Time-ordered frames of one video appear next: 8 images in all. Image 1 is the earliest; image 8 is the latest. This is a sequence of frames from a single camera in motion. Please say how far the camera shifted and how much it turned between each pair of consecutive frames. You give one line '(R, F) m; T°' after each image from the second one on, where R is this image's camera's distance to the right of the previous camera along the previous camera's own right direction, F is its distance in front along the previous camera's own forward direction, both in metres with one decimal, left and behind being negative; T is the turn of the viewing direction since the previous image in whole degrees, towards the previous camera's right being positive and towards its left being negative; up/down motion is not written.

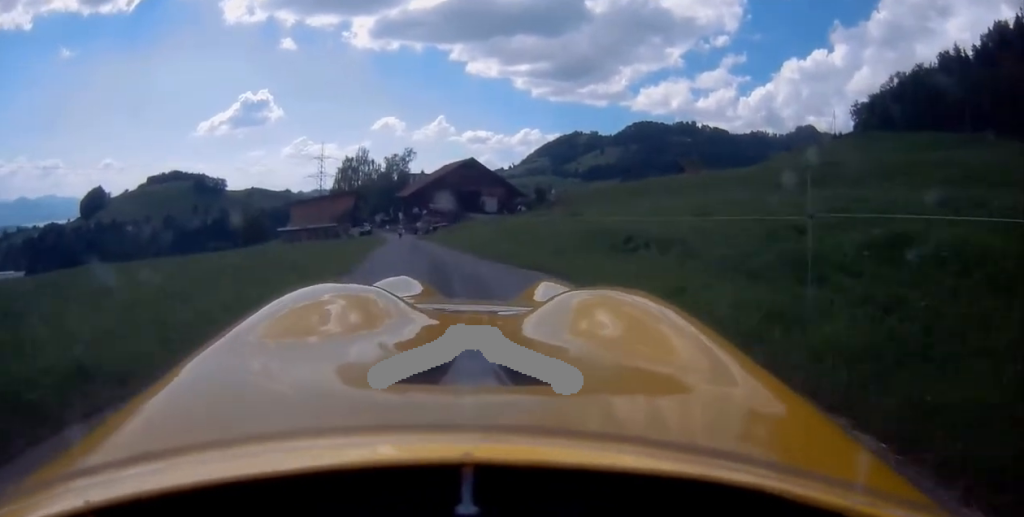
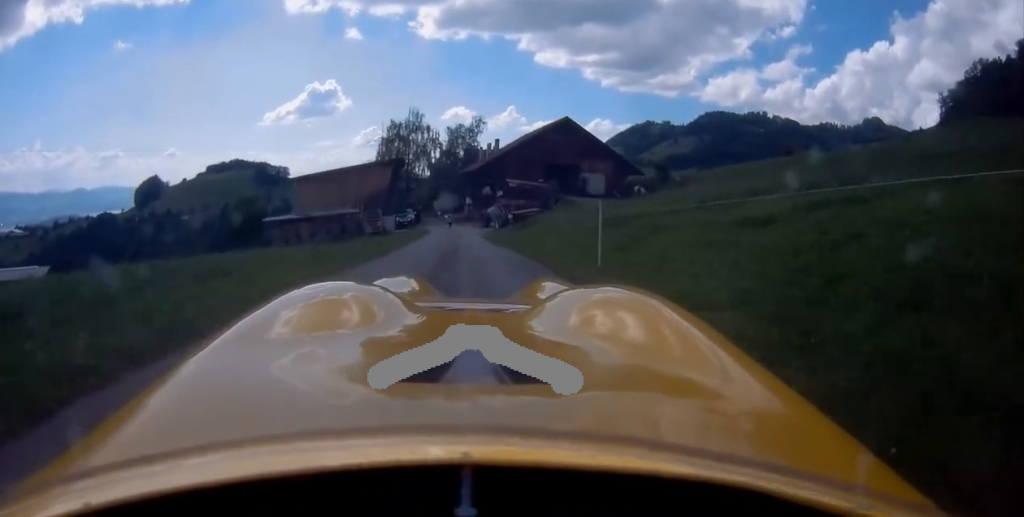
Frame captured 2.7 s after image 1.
(-1.2, +30.2) m; -9°
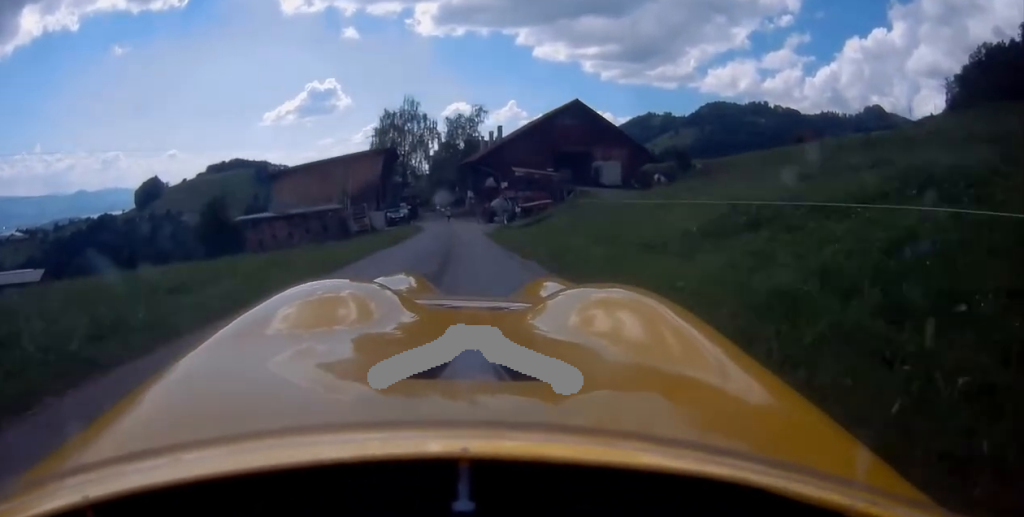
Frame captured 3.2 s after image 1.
(-0.1, +6.7) m; 0°
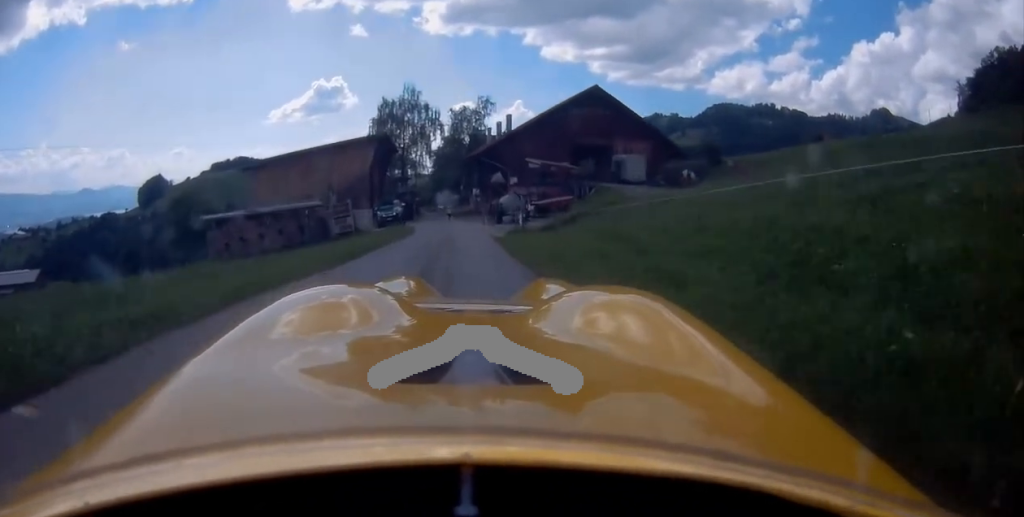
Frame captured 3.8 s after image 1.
(-0.1, +7.2) m; +1°
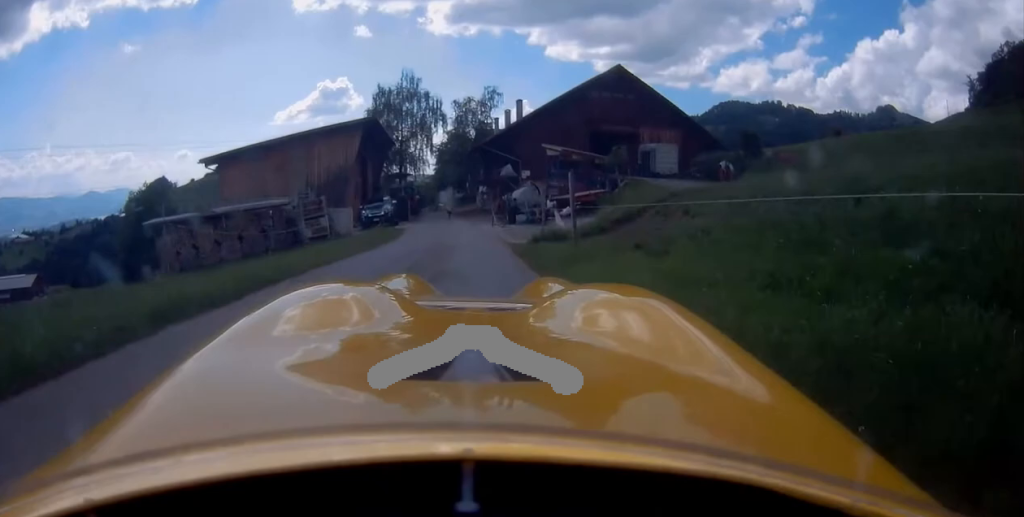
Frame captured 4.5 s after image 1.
(+0.2, +7.7) m; -1°
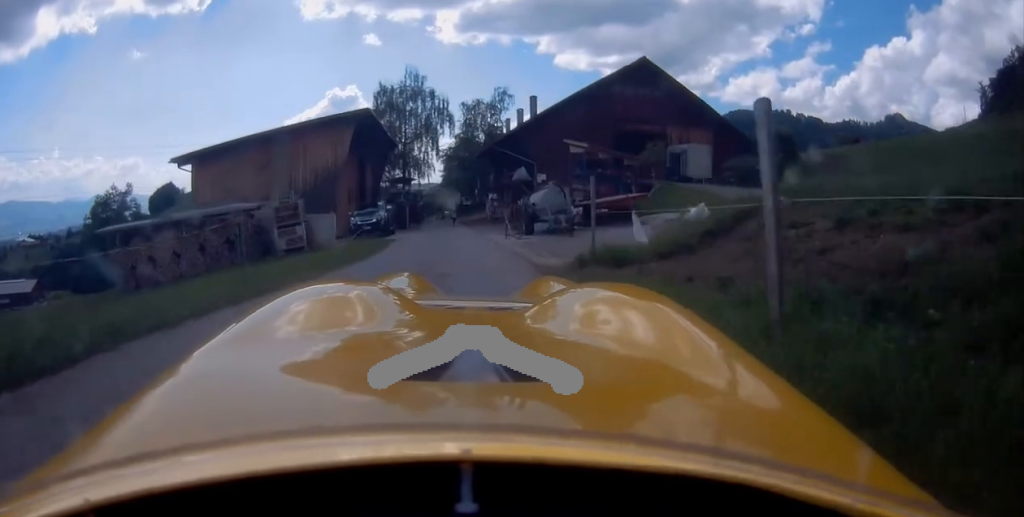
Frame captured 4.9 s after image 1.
(+0.2, +5.3) m; -1°
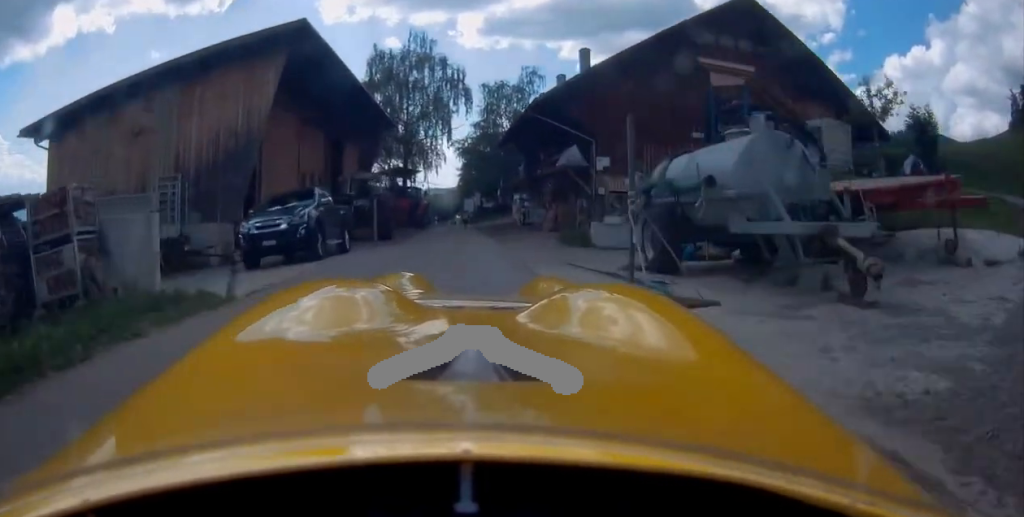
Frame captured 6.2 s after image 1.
(-0.9, +15.5) m; -4°
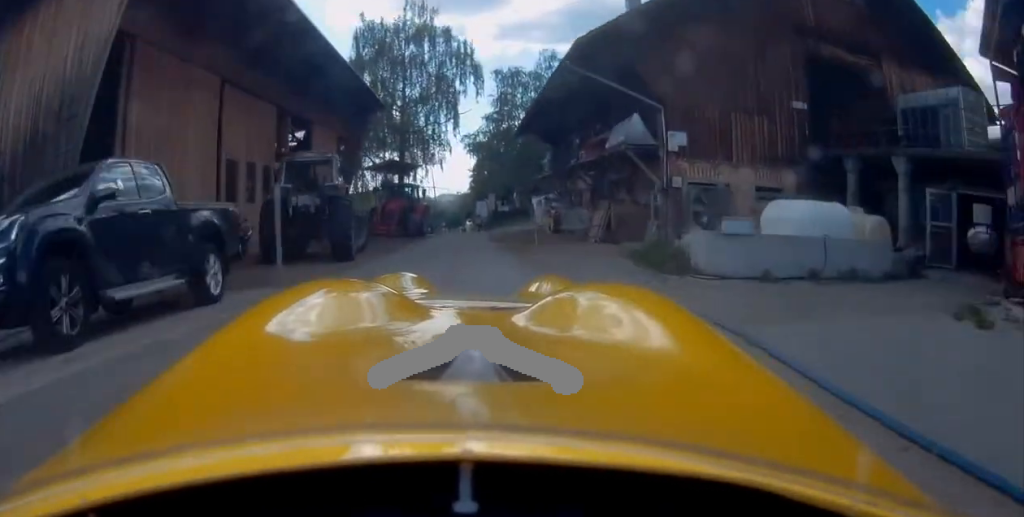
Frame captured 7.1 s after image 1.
(0.0, +9.4) m; 0°
